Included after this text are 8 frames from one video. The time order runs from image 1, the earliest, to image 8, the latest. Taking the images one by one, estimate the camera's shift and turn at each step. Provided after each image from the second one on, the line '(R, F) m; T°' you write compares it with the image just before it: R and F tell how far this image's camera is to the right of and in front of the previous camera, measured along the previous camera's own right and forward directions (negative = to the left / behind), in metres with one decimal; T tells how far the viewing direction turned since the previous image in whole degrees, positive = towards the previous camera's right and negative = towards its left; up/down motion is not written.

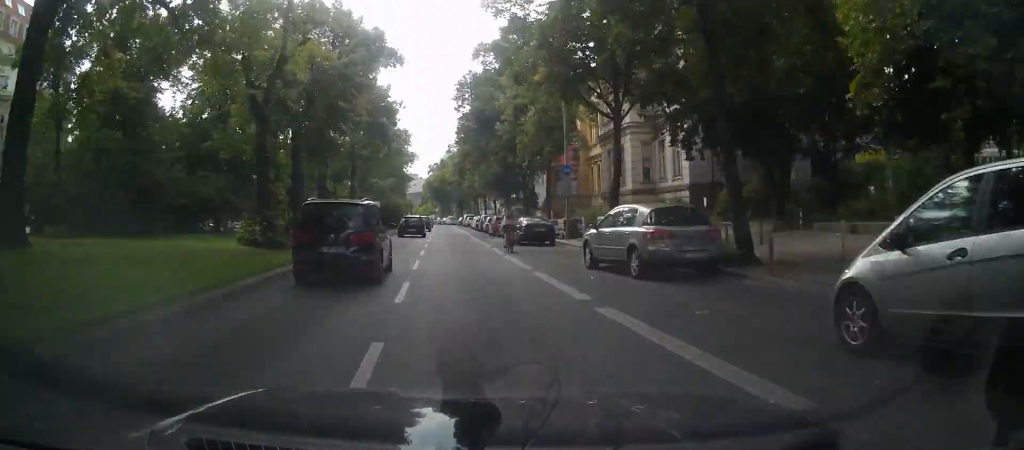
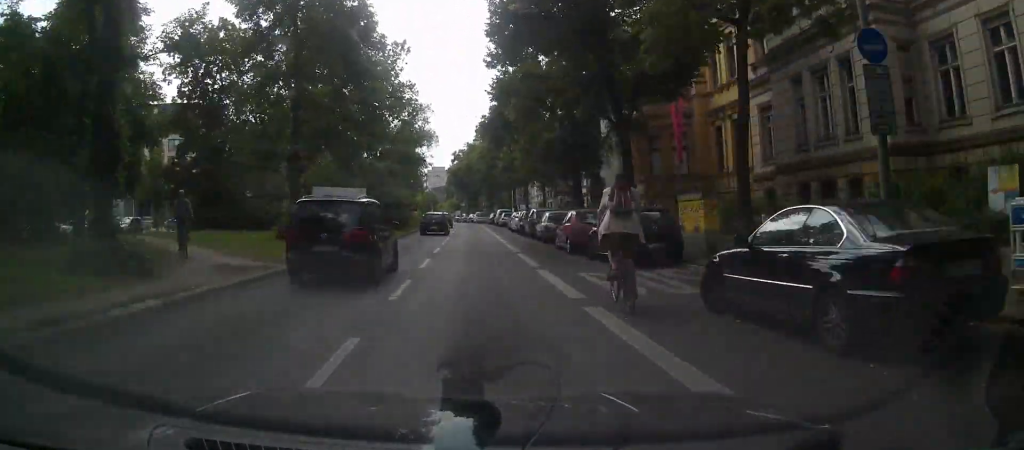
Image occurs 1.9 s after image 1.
(0.0, +23.4) m; 0°
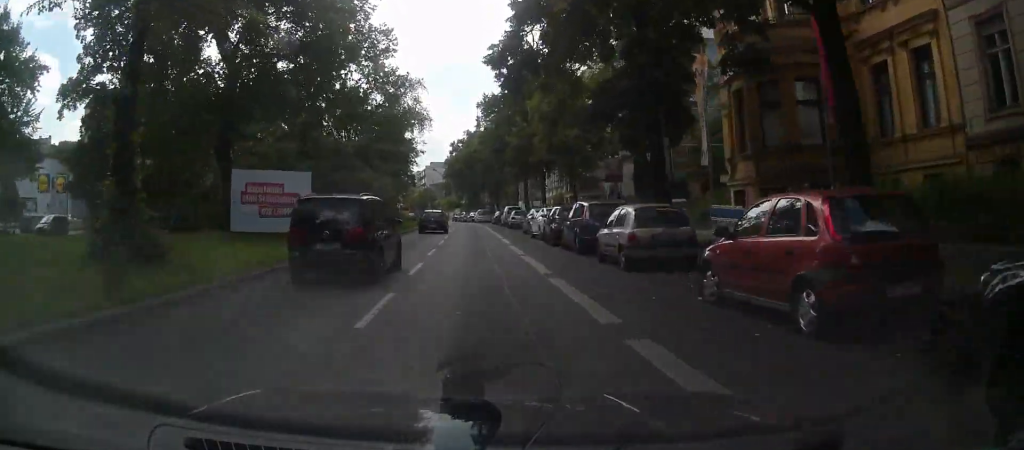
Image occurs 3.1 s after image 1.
(0.0, +14.6) m; 0°
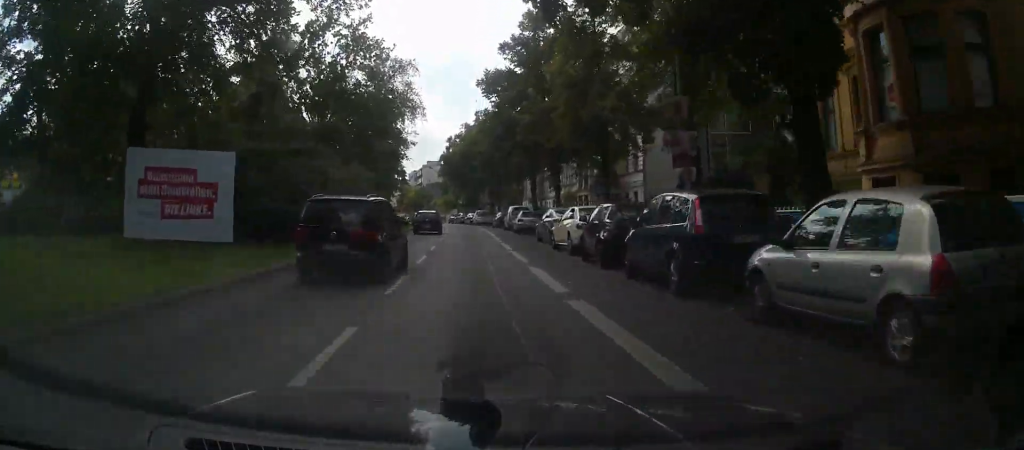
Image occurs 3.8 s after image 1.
(0.0, +9.2) m; 0°
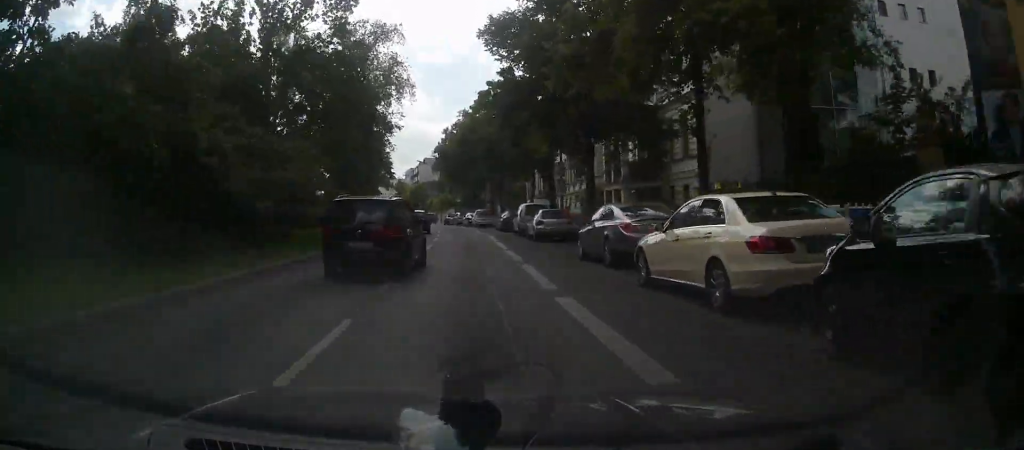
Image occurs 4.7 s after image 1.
(0.0, +12.1) m; 0°
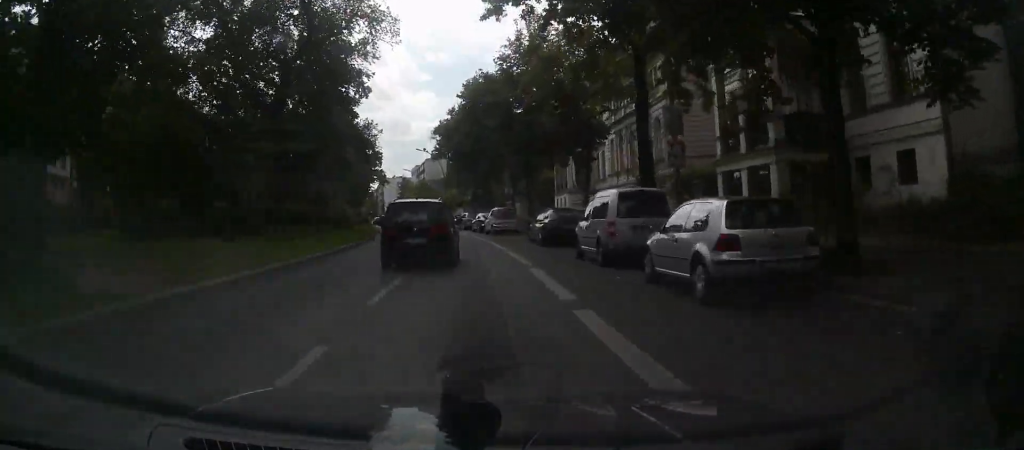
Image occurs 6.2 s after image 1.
(0.0, +20.5) m; 0°
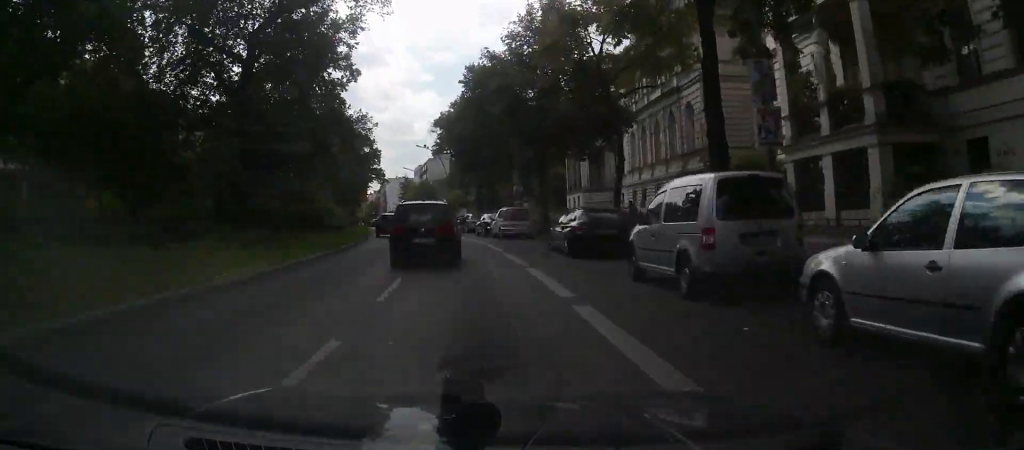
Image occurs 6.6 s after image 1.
(0.0, +6.0) m; 0°
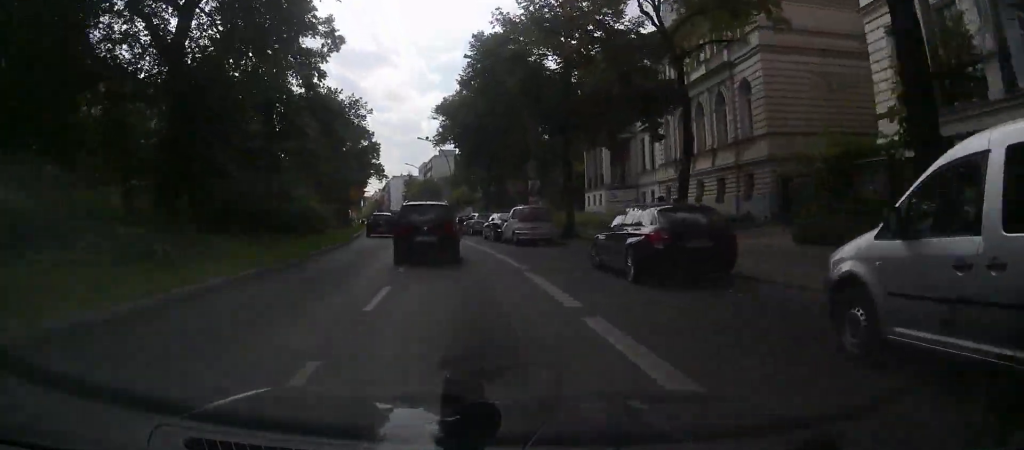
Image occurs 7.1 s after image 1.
(0.0, +7.4) m; -1°
